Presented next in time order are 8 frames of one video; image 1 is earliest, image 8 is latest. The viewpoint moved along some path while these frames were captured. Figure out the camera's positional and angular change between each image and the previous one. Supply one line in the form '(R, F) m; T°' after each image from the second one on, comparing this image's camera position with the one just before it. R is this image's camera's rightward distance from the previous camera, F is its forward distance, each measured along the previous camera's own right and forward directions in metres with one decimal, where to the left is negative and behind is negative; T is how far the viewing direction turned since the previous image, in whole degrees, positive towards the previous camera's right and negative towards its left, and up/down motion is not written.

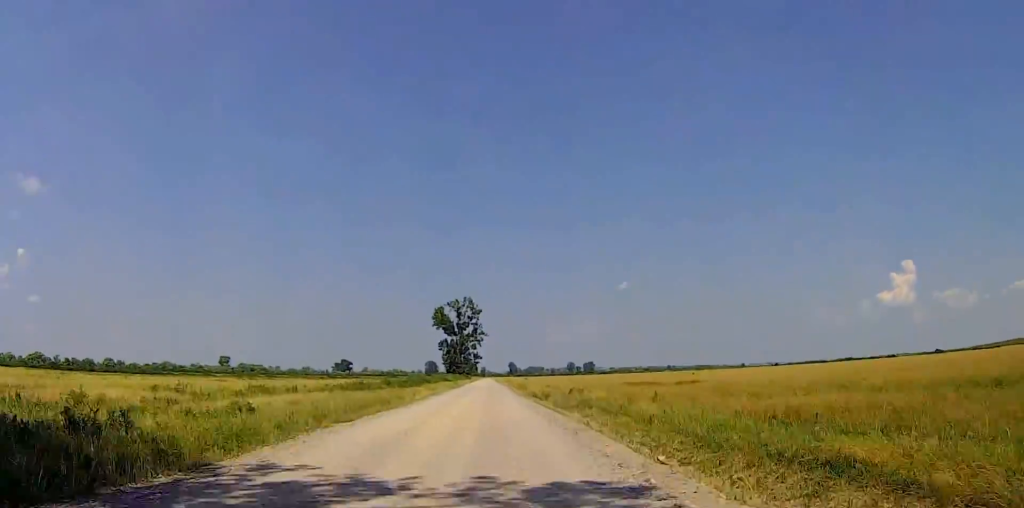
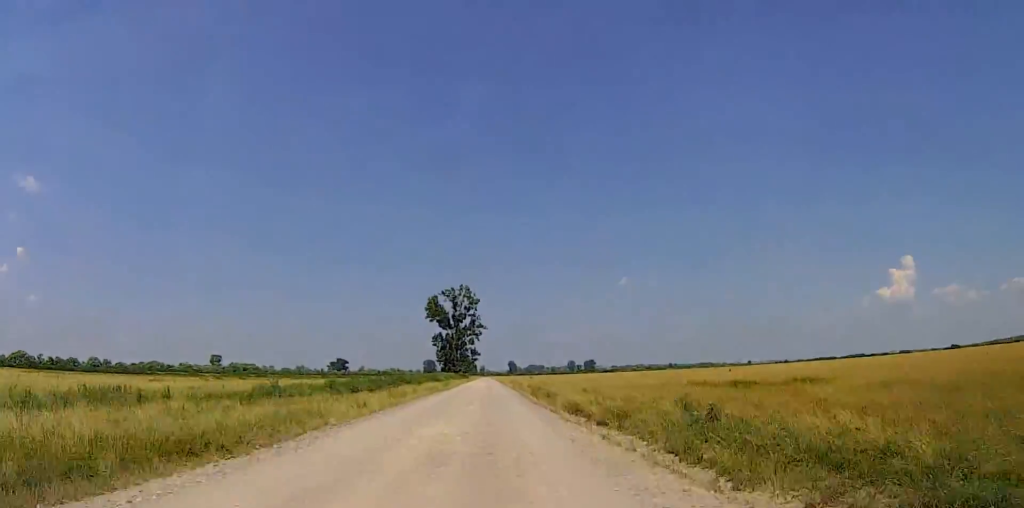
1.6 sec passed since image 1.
(+0.1, +22.8) m; +1°
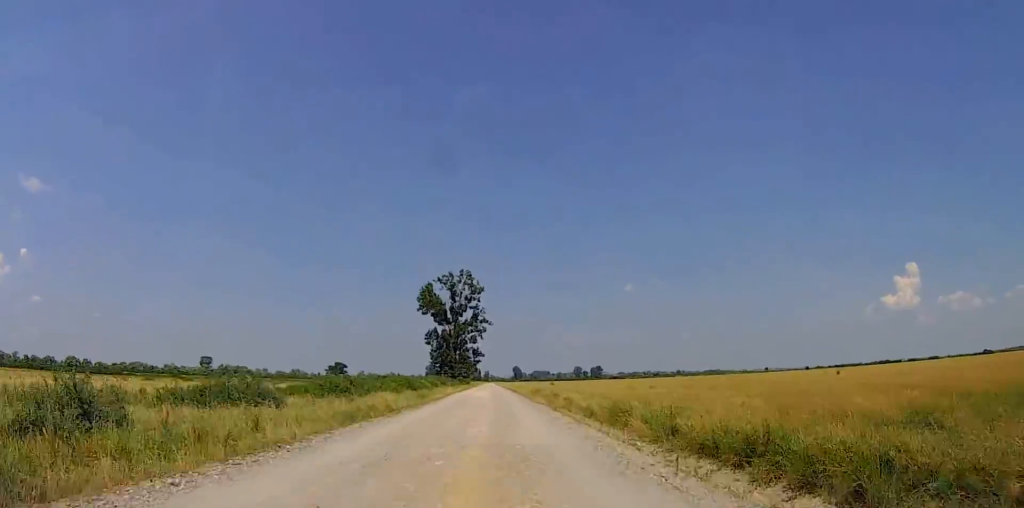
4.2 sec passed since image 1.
(+0.4, +36.7) m; +1°
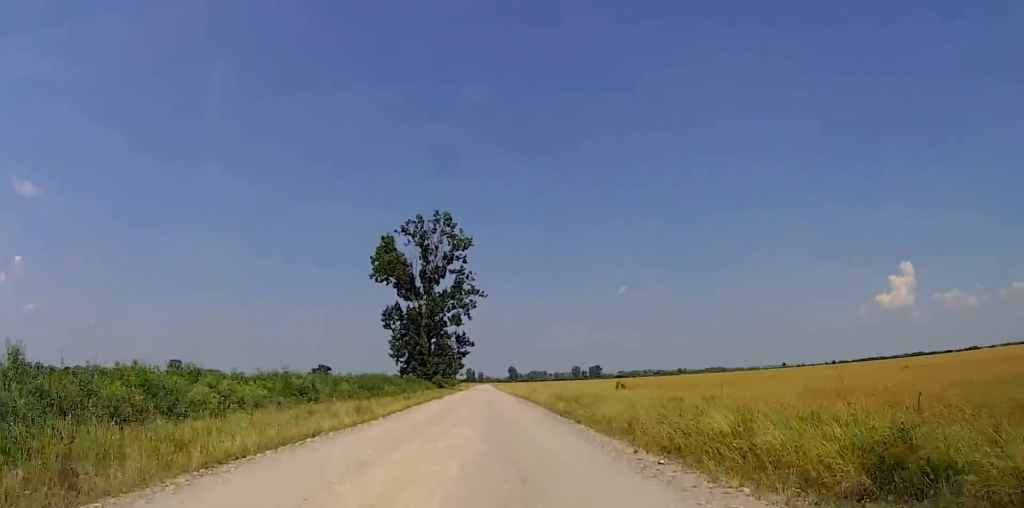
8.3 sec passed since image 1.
(-0.2, +59.1) m; -1°
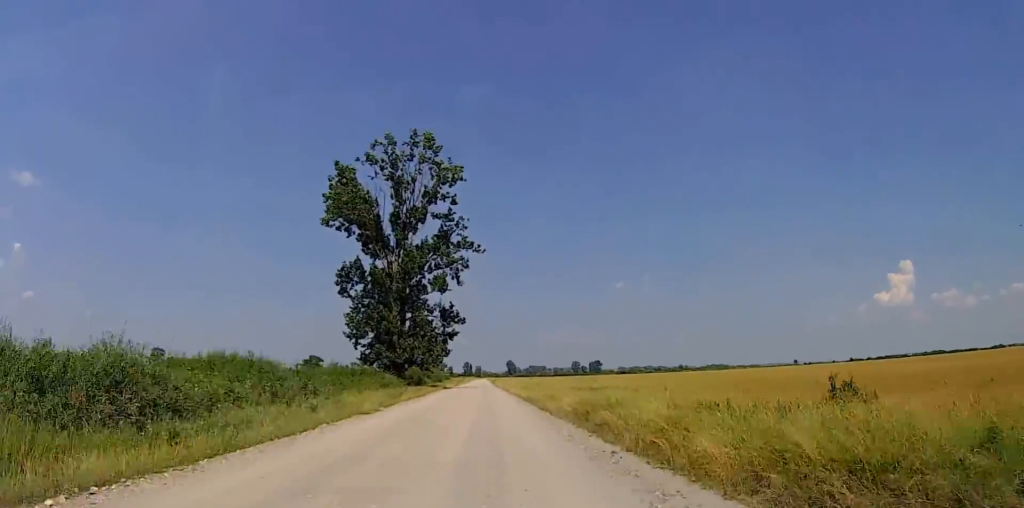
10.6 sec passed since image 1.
(-0.1, +31.2) m; 0°
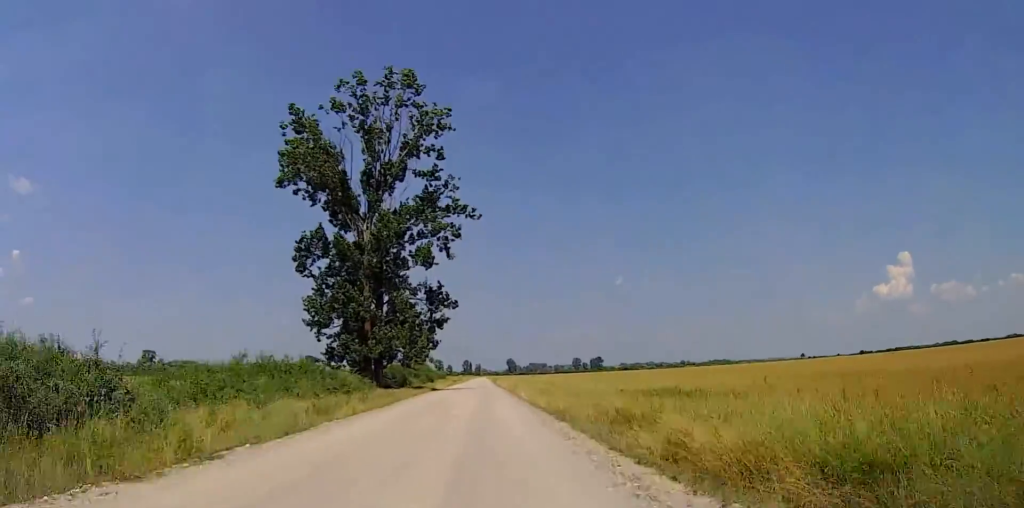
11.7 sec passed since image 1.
(+0.2, +16.3) m; 0°
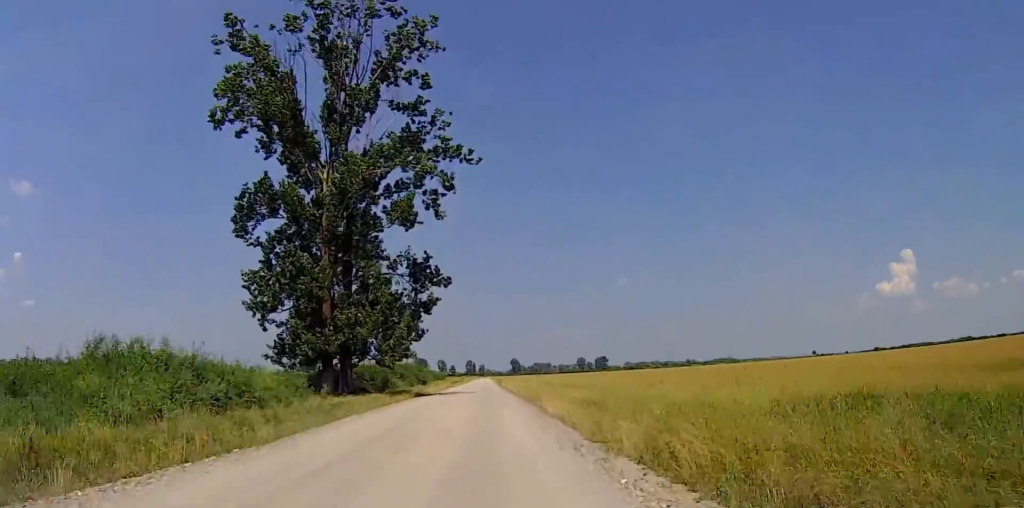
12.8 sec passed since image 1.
(+0.1, +15.1) m; 0°
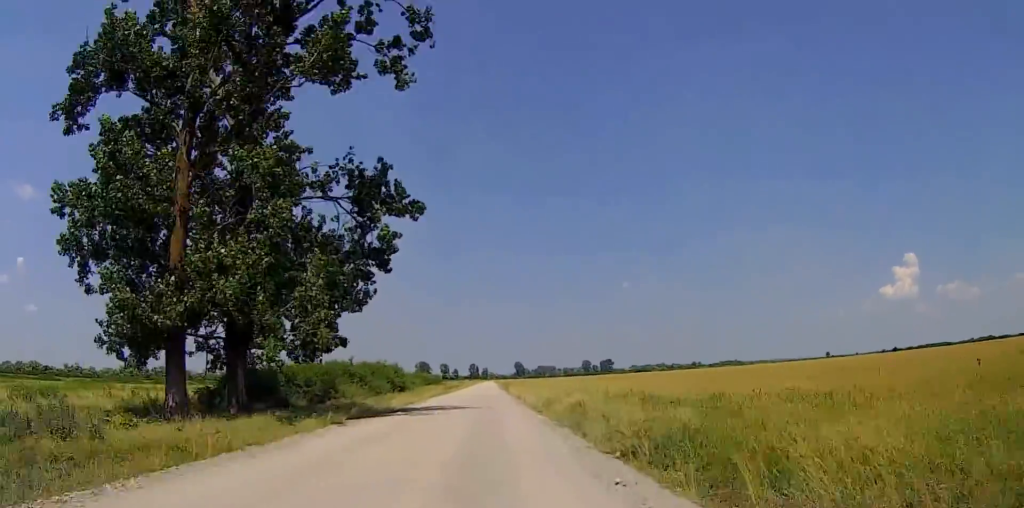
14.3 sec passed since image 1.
(0.0, +20.1) m; 0°
